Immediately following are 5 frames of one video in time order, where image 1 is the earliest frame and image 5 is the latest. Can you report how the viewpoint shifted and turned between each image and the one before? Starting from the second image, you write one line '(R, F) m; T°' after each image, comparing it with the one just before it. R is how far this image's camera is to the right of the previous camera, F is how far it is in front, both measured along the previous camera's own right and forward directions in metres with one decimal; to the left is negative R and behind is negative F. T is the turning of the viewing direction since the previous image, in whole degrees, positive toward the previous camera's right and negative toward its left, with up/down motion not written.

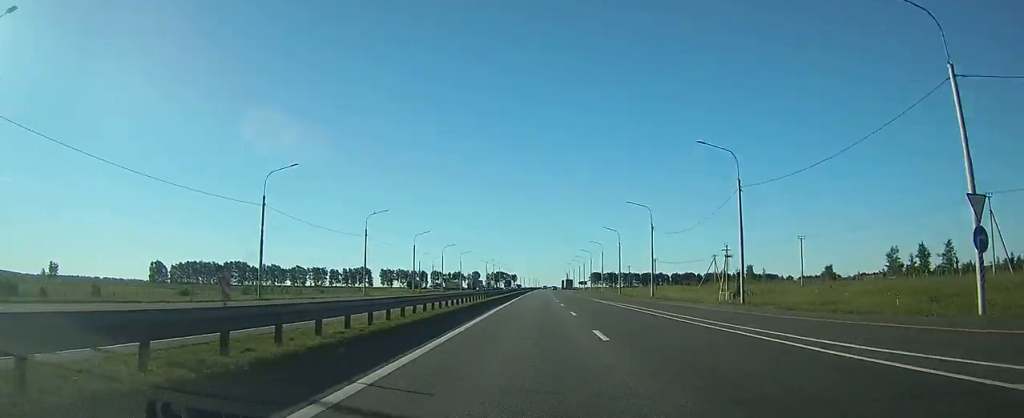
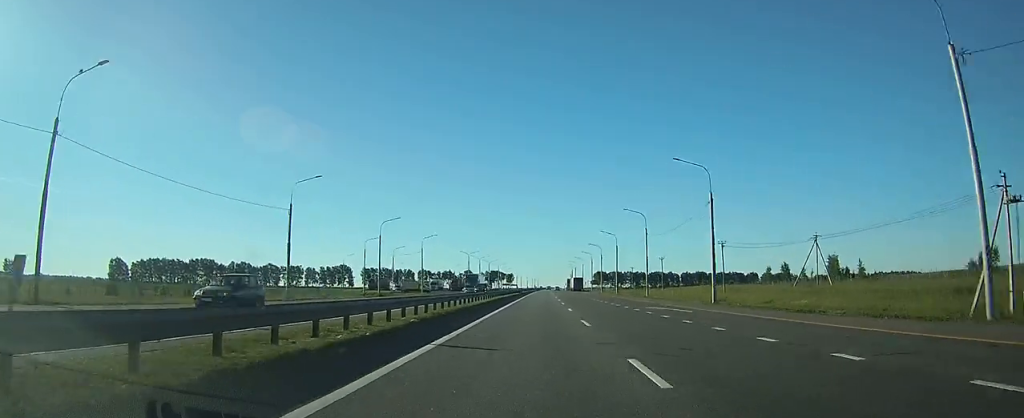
(+0.2, +54.2) m; 0°
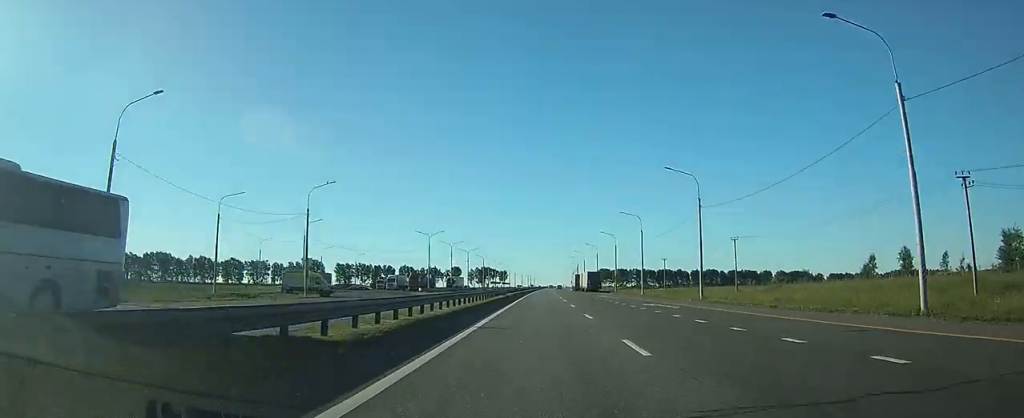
(0.0, +56.1) m; 0°
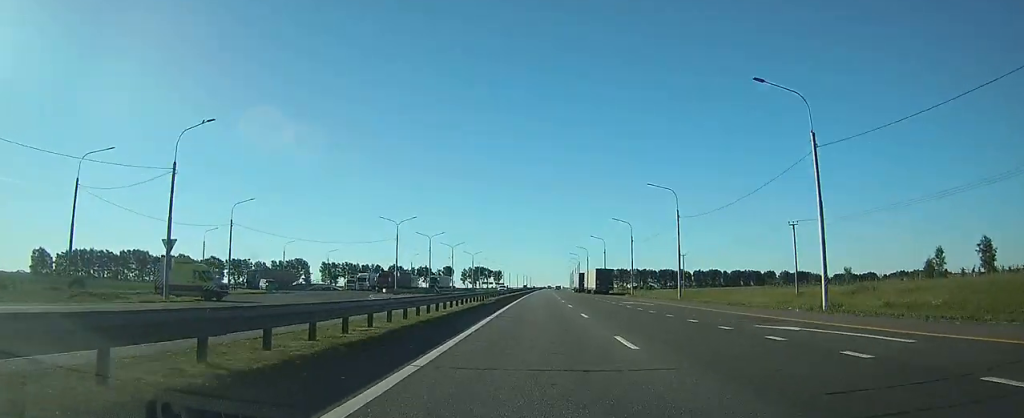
(0.0, +22.5) m; 0°
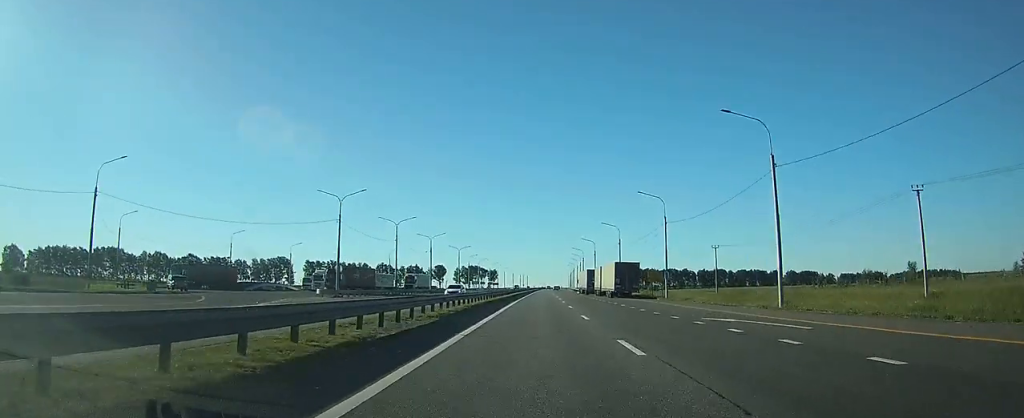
(+0.1, +24.7) m; 0°
